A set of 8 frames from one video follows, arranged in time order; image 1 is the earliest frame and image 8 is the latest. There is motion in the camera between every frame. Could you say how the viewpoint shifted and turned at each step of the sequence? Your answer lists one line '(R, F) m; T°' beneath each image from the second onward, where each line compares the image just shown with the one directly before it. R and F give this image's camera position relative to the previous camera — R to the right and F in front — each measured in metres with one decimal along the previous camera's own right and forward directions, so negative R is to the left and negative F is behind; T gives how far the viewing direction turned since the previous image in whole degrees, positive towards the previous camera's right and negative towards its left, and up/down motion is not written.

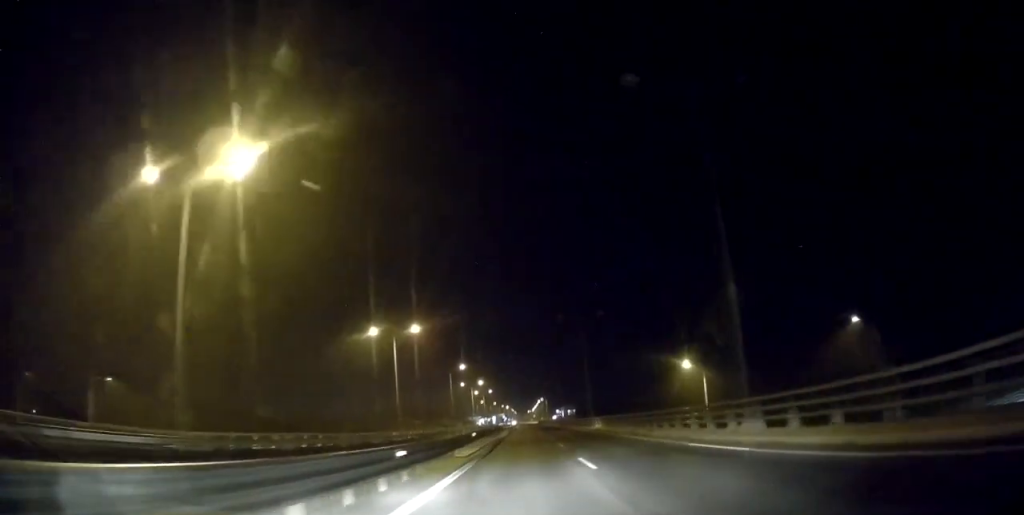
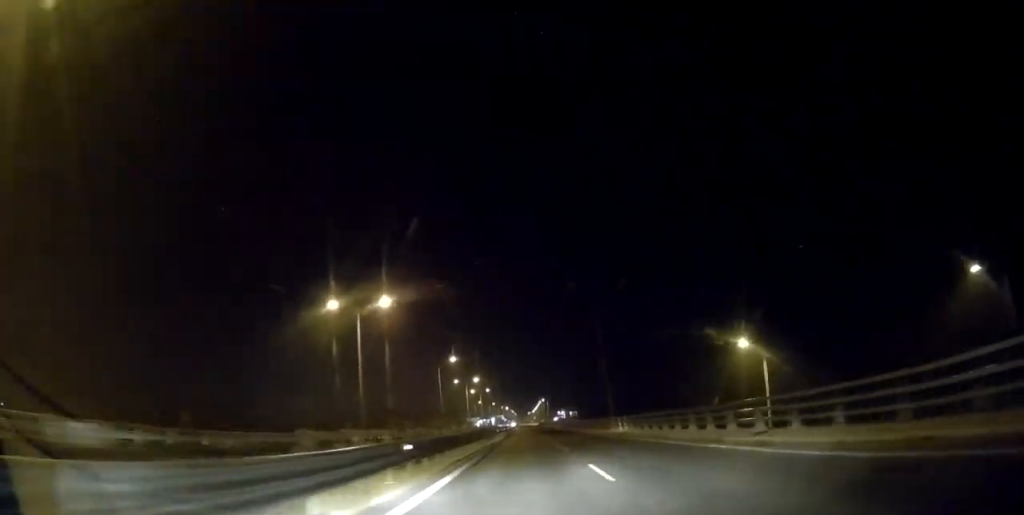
(+0.1, +15.0) m; 0°
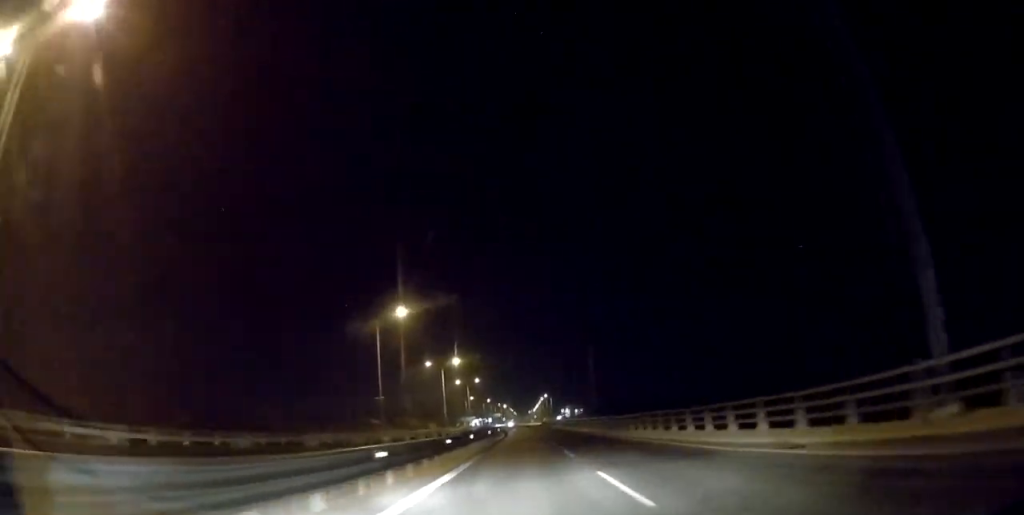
(-0.2, +40.7) m; 0°
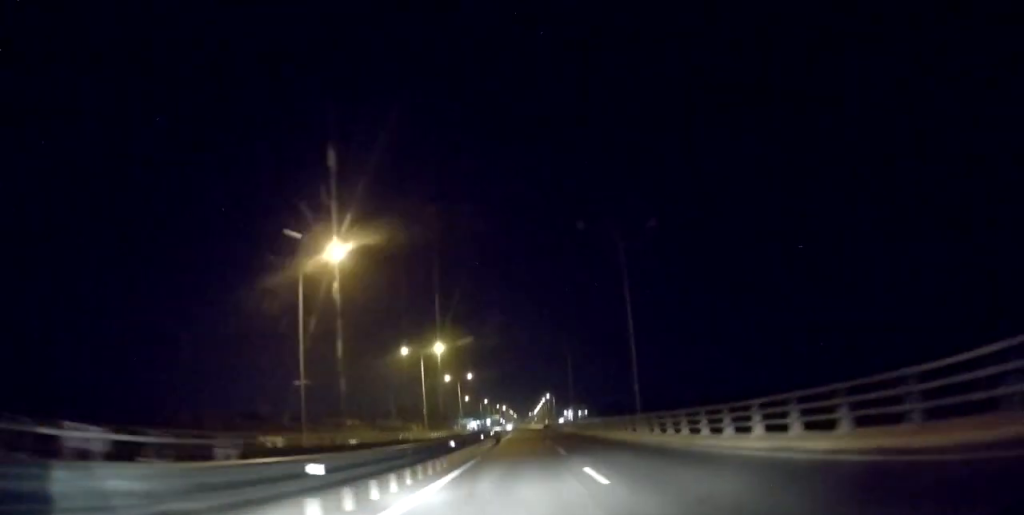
(+0.1, +20.4) m; 0°
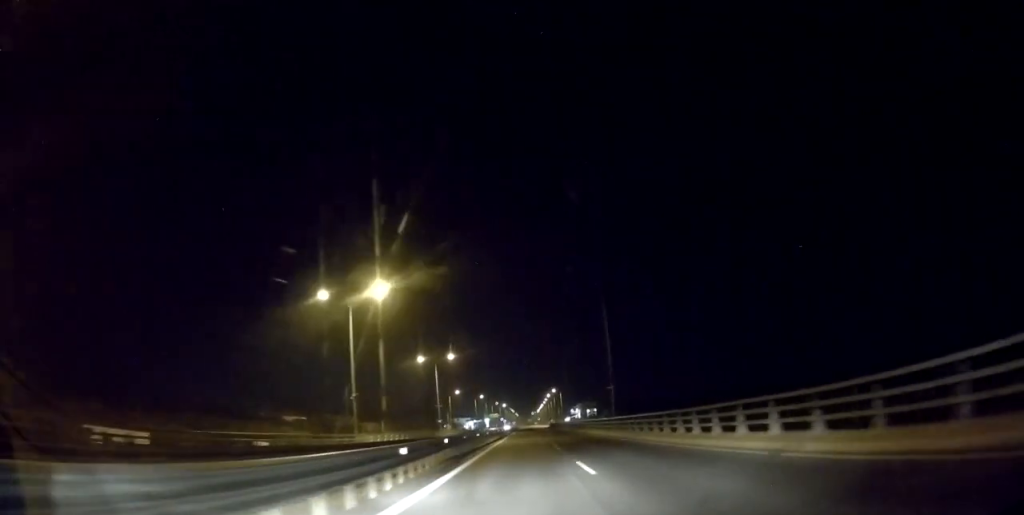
(-0.3, +34.3) m; -1°
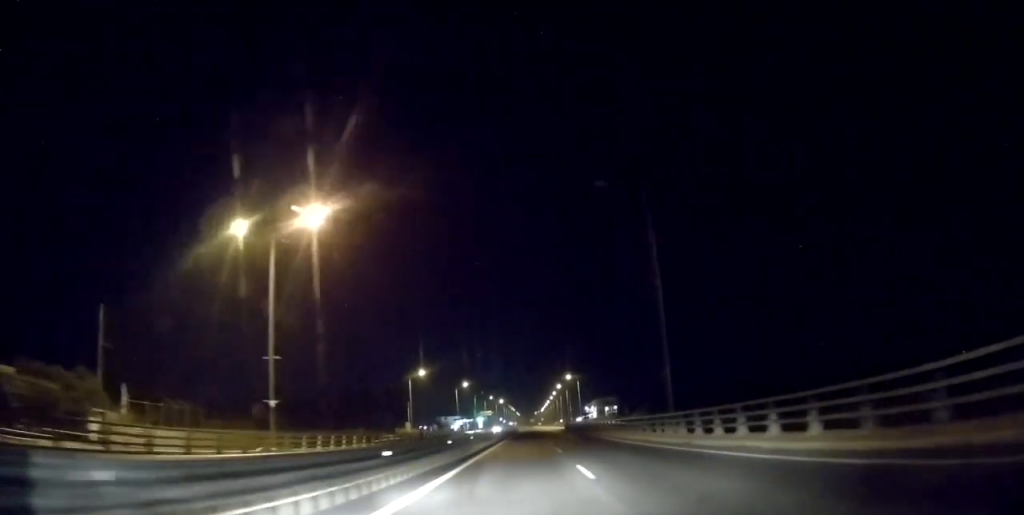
(+0.5, +61.4) m; +1°
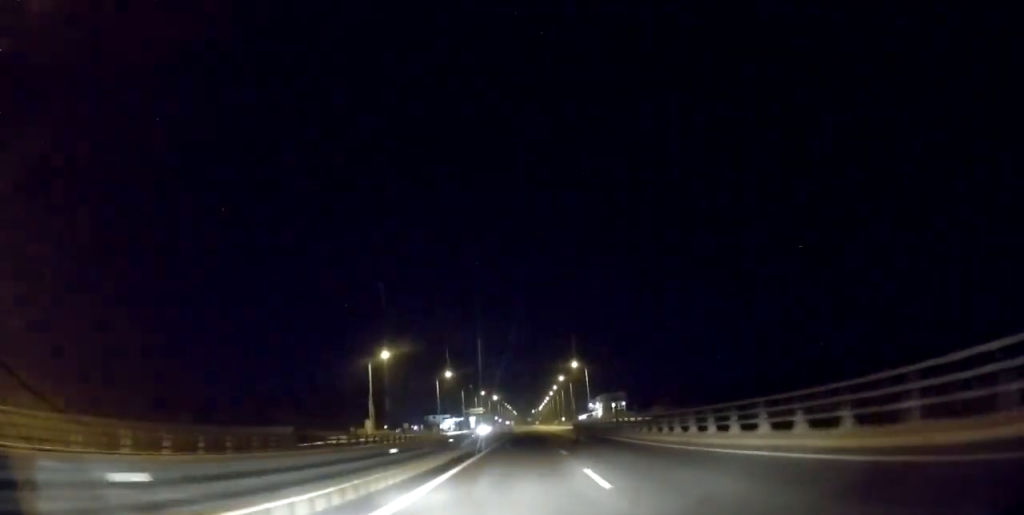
(0.0, +26.6) m; 0°
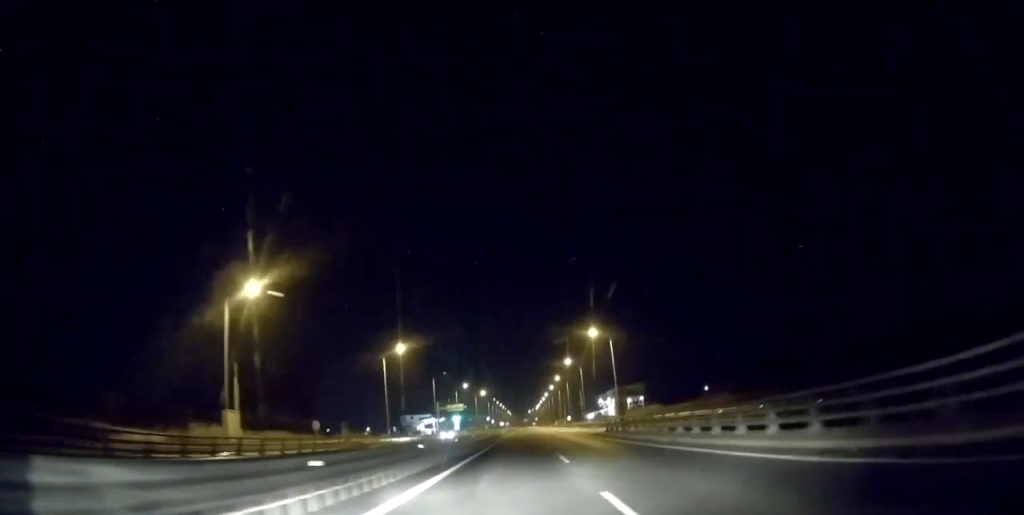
(-0.2, +41.5) m; 0°
